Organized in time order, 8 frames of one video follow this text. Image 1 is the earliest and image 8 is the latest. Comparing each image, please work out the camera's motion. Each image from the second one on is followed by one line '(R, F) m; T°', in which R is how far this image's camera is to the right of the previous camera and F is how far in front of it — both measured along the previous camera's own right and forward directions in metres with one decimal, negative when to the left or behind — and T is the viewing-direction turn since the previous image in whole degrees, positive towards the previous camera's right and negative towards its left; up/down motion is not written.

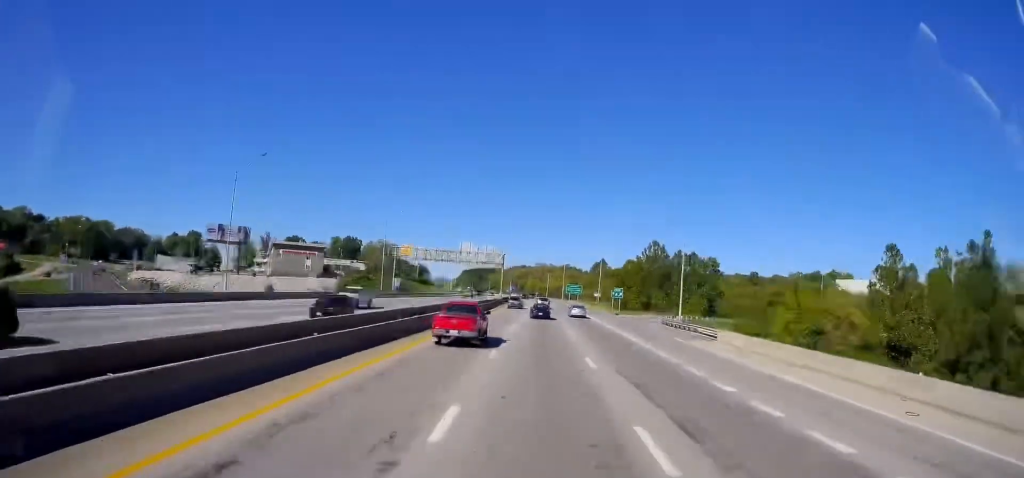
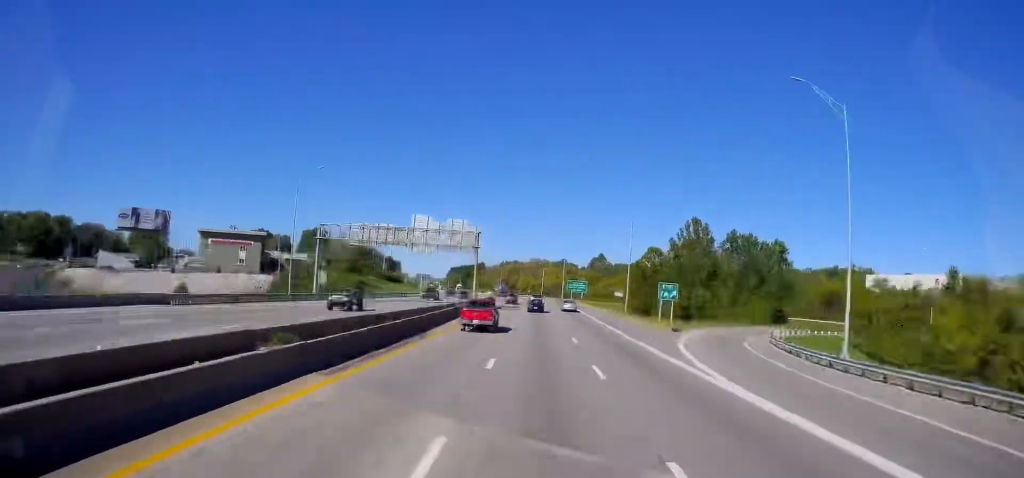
(+16.3, +39.9) m; +5°
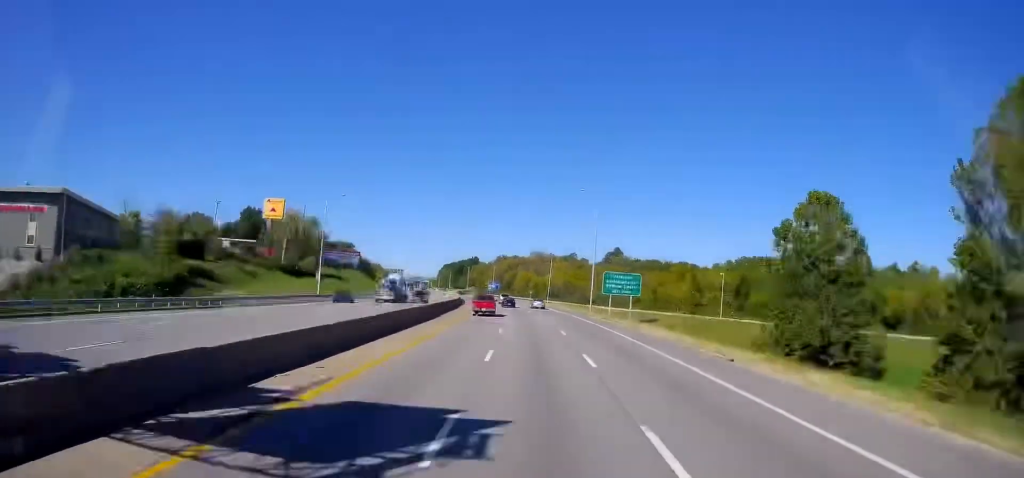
(+11.6, +74.3) m; +1°
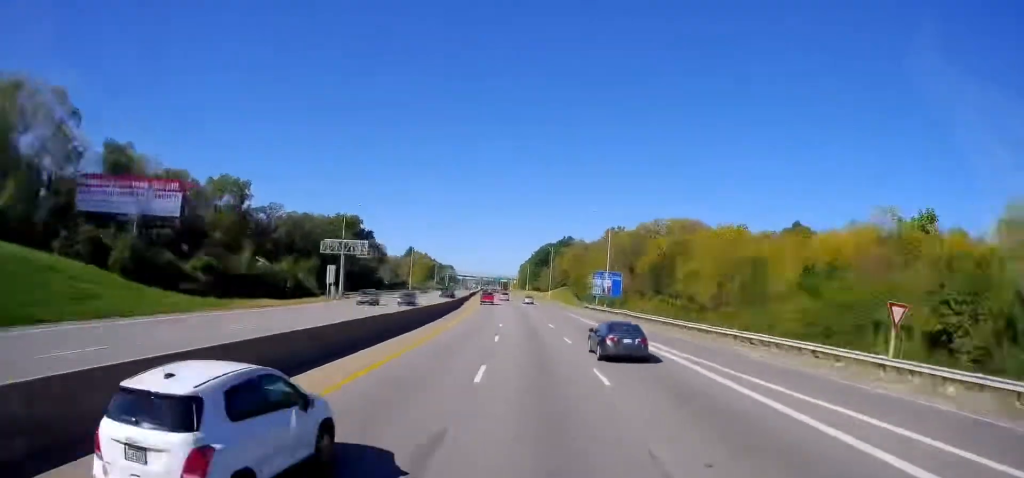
(-30.9, +146.4) m; -13°
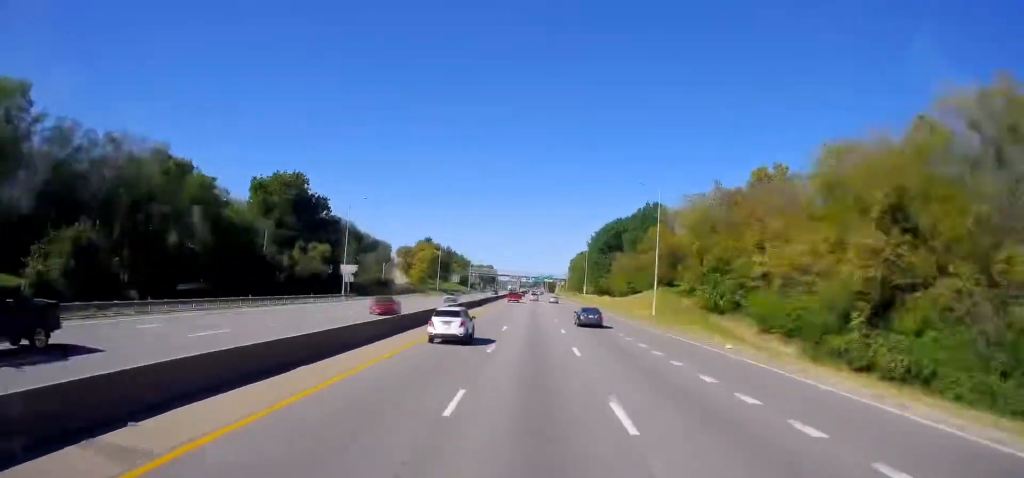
(+1.5, +82.2) m; -6°
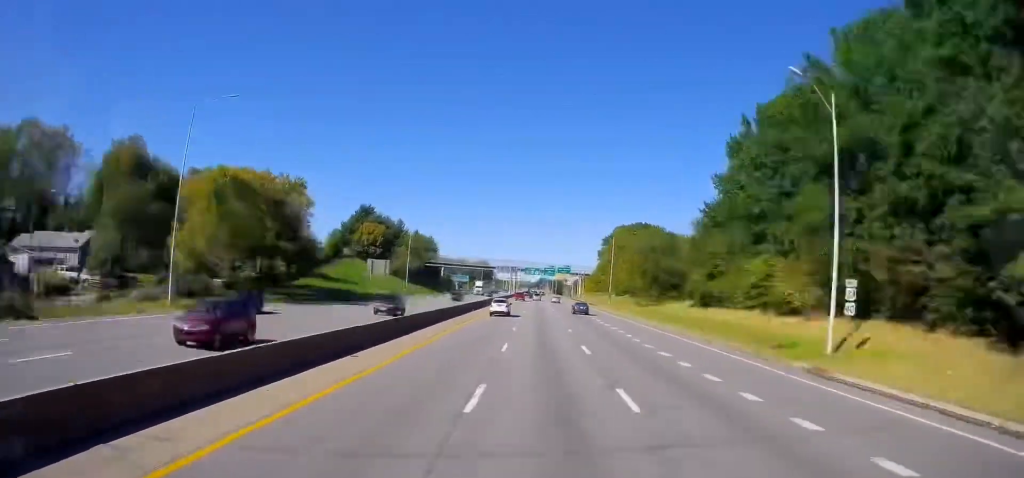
(-14.4, +124.0) m; -7°
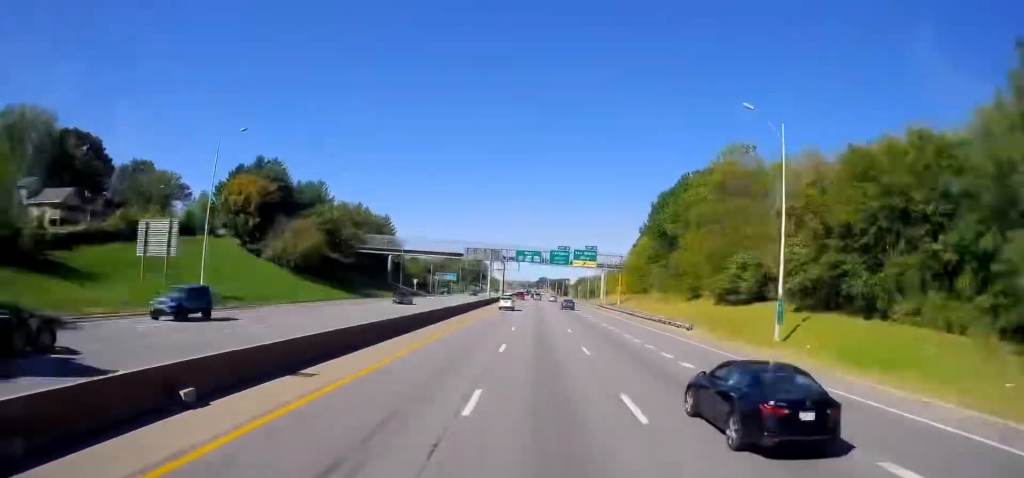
(+2.3, +80.8) m; +2°
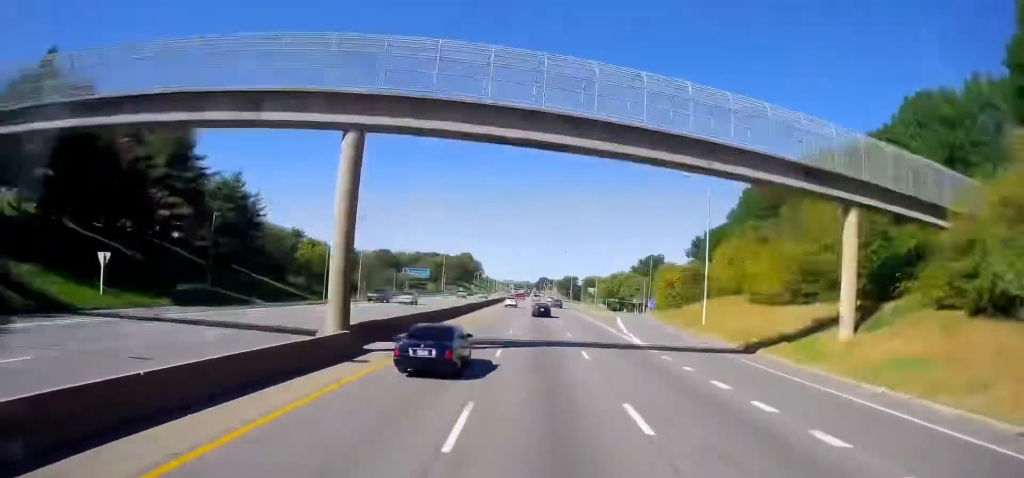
(+2.5, +119.2) m; +2°
